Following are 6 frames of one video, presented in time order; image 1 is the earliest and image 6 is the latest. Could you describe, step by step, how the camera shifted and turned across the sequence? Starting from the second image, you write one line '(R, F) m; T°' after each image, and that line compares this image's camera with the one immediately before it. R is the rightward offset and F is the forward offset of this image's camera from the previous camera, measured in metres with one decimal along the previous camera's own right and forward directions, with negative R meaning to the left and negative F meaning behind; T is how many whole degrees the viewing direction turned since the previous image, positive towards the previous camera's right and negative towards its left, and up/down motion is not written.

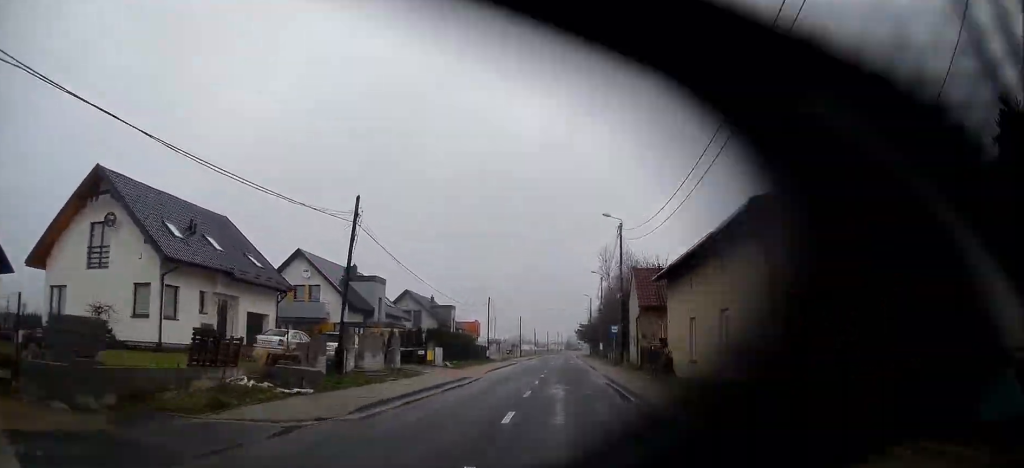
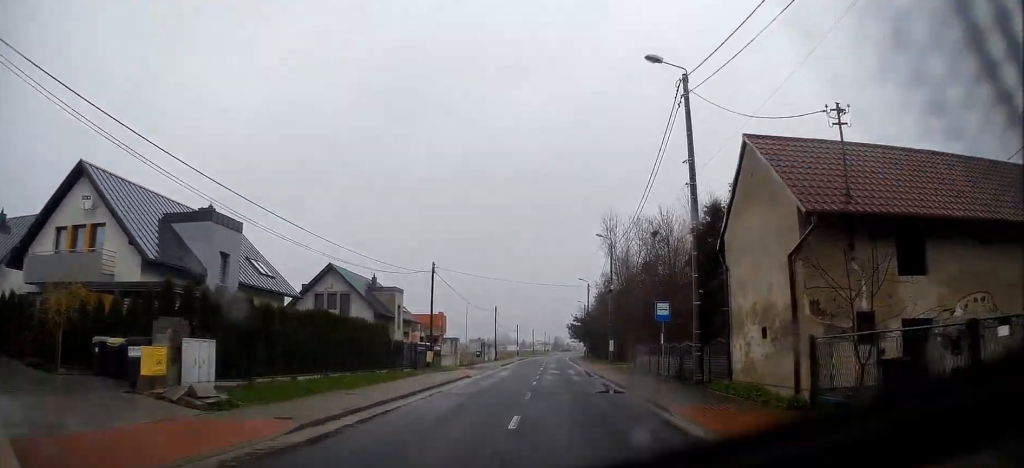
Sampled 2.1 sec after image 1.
(0.0, +24.8) m; +3°
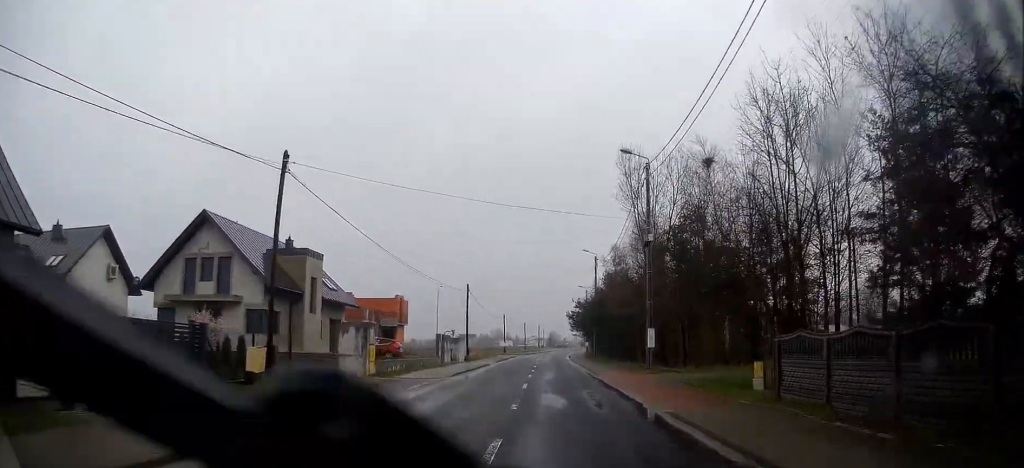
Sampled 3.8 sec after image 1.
(-0.1, +21.5) m; 0°
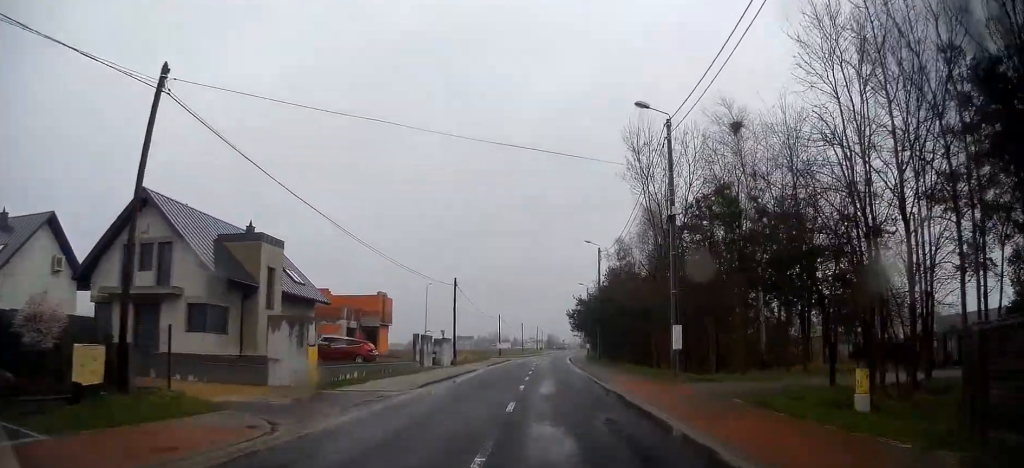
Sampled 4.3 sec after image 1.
(0.0, +6.2) m; 0°
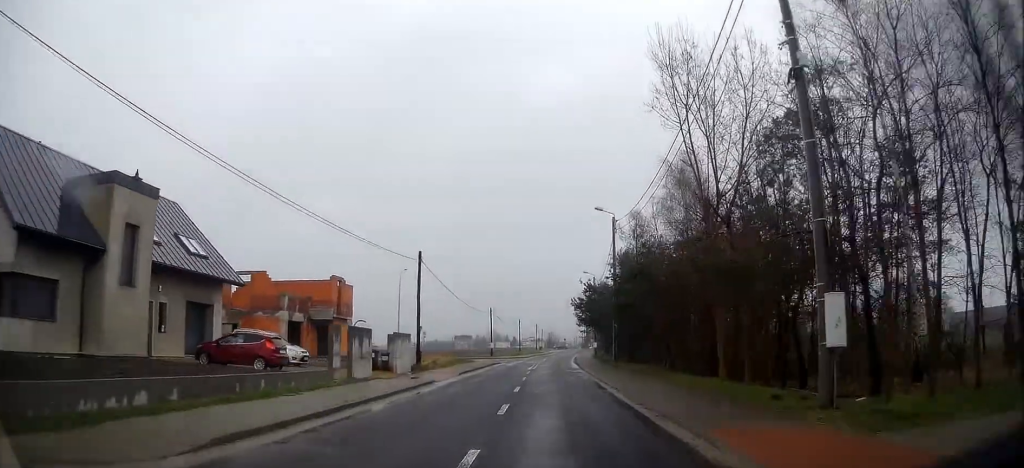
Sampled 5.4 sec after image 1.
(+0.2, +12.8) m; 0°
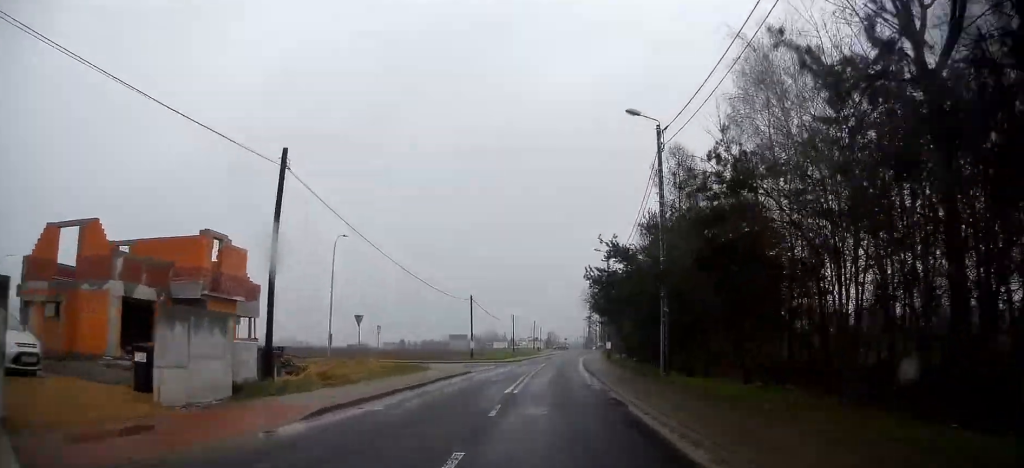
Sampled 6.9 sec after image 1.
(-0.3, +18.6) m; -1°
